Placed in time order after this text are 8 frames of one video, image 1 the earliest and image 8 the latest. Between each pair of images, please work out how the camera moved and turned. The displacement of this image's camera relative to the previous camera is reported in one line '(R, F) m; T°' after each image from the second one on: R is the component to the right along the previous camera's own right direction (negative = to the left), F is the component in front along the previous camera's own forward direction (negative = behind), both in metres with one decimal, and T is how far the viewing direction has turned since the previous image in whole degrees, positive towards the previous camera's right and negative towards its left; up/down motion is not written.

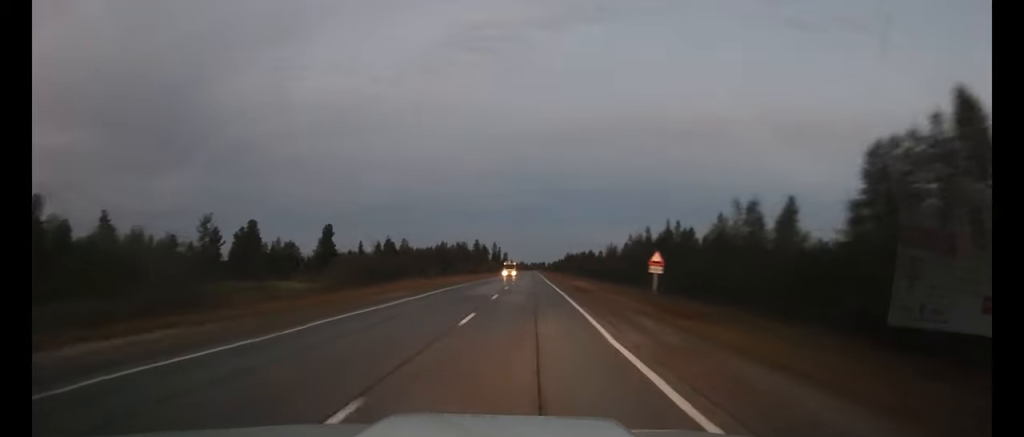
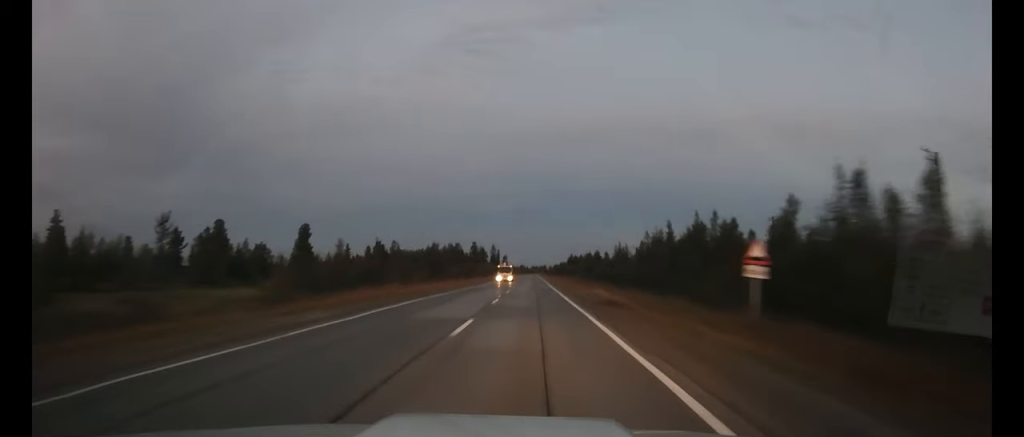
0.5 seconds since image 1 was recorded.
(0.0, +13.6) m; 0°
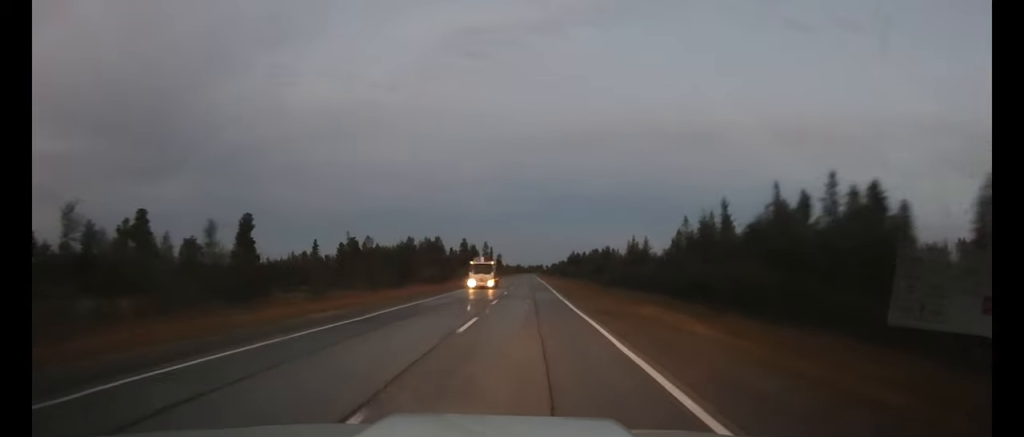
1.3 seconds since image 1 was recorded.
(0.0, +23.1) m; 0°
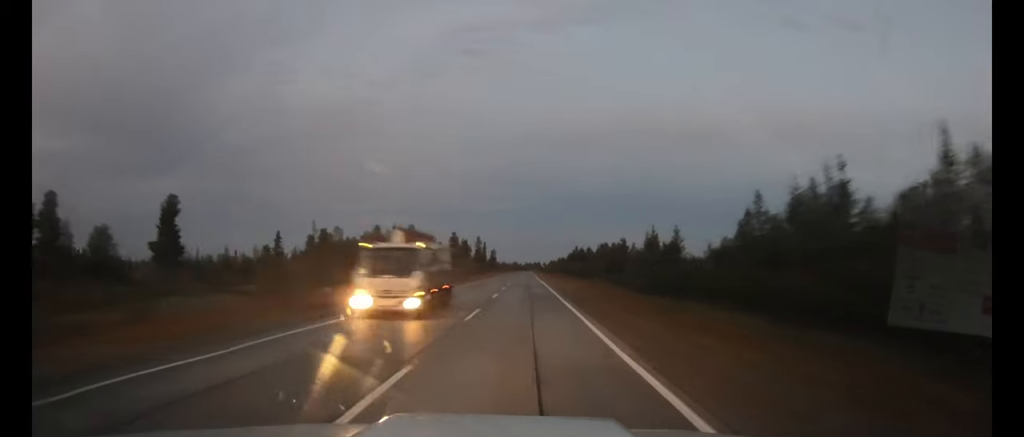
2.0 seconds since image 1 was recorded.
(0.0, +21.0) m; 0°
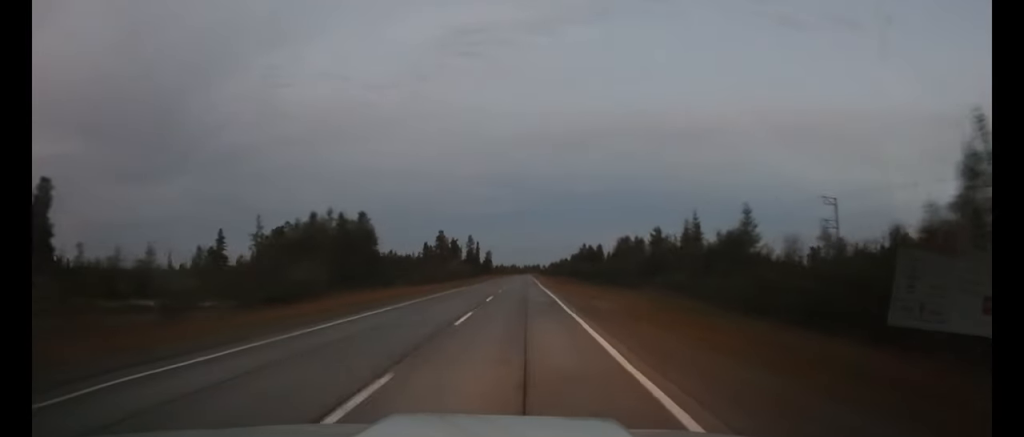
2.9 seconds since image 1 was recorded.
(0.0, +24.6) m; 0°
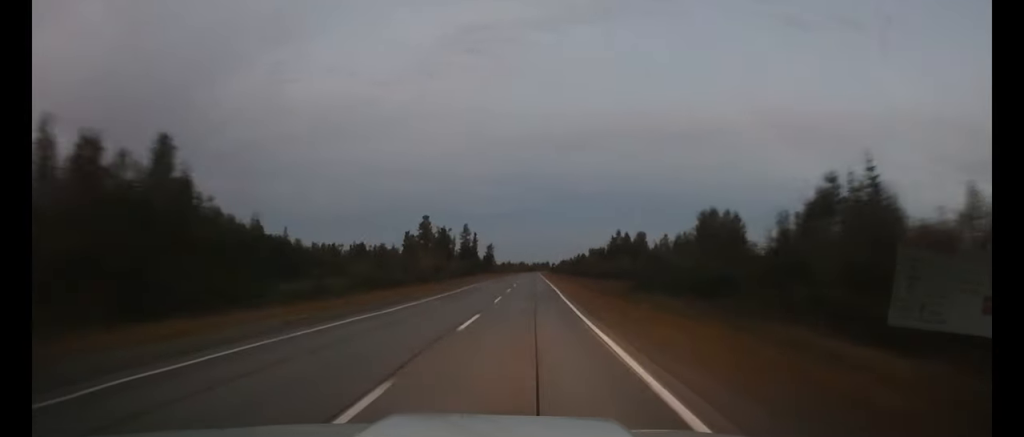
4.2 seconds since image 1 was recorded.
(0.0, +36.5) m; 0°
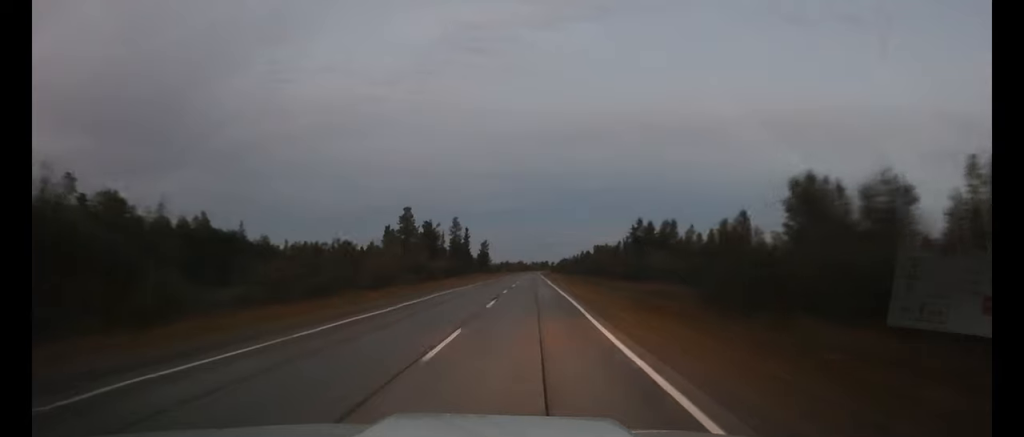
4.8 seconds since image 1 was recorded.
(0.0, +17.7) m; 0°
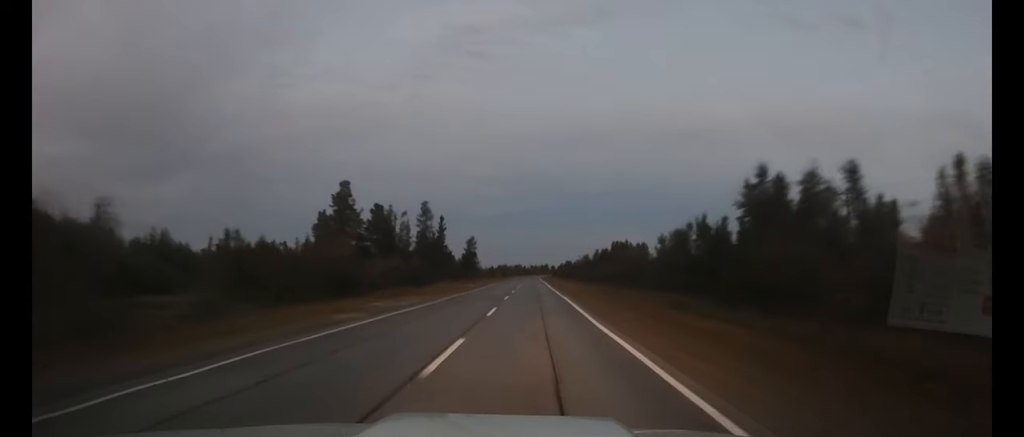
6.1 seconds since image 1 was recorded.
(-0.1, +37.2) m; 0°
